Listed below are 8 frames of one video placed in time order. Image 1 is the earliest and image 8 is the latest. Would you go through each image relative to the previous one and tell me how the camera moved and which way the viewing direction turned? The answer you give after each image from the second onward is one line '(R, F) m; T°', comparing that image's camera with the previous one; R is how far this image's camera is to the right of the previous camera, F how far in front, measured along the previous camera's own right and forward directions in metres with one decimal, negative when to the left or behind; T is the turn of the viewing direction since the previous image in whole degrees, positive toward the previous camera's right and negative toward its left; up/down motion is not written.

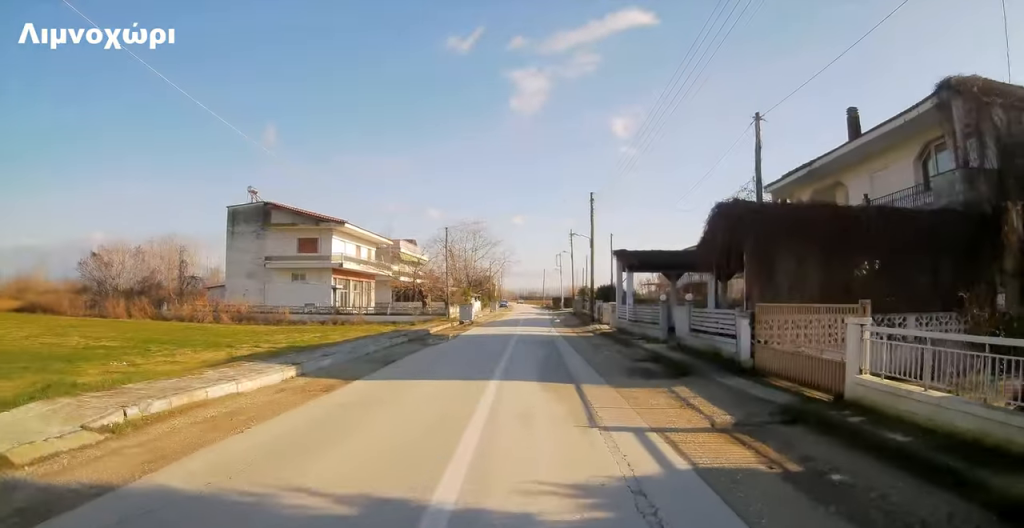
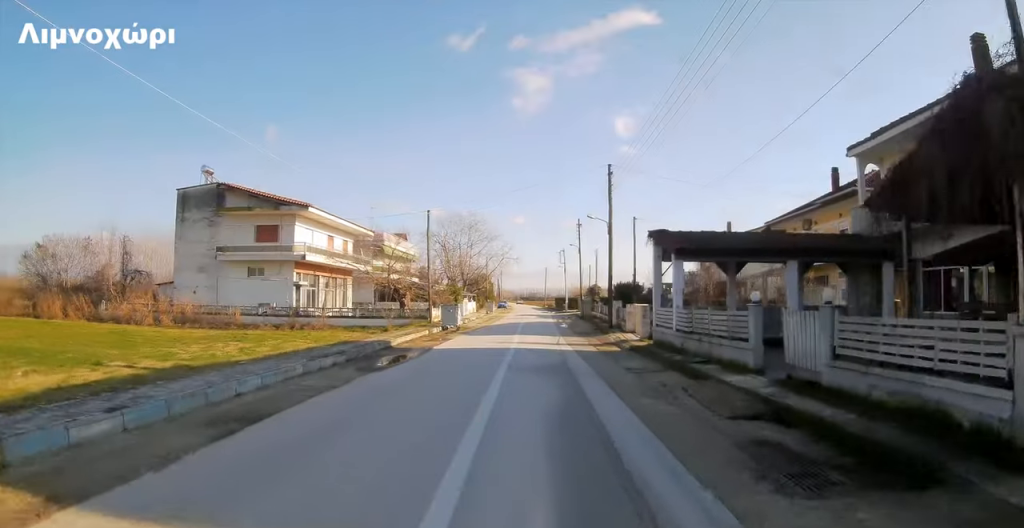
(-0.2, +8.4) m; -2°
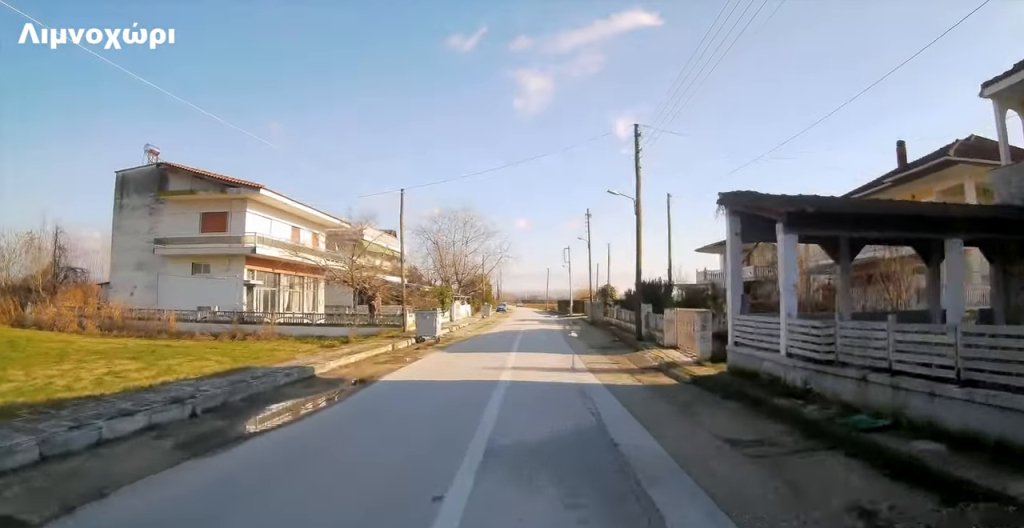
(-0.1, +7.7) m; -1°
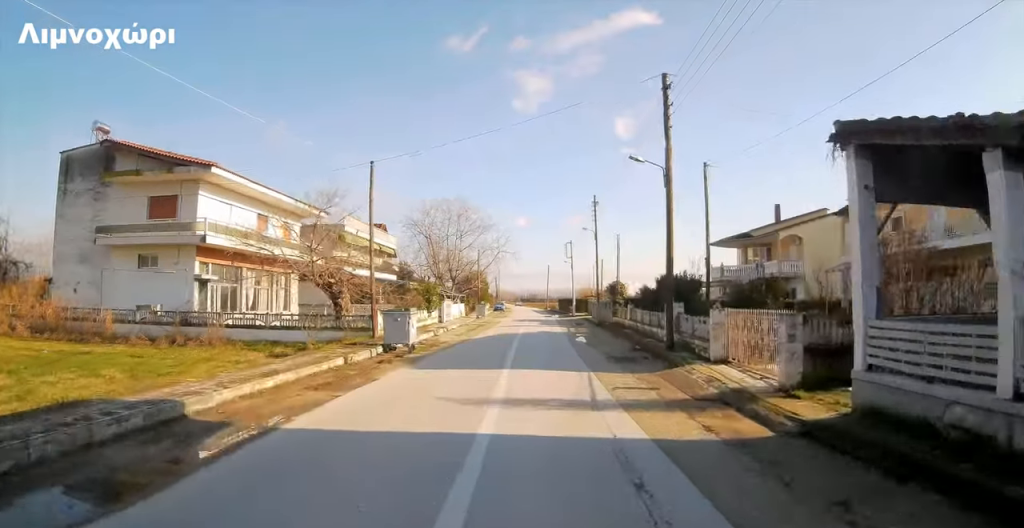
(0.0, +5.3) m; 0°
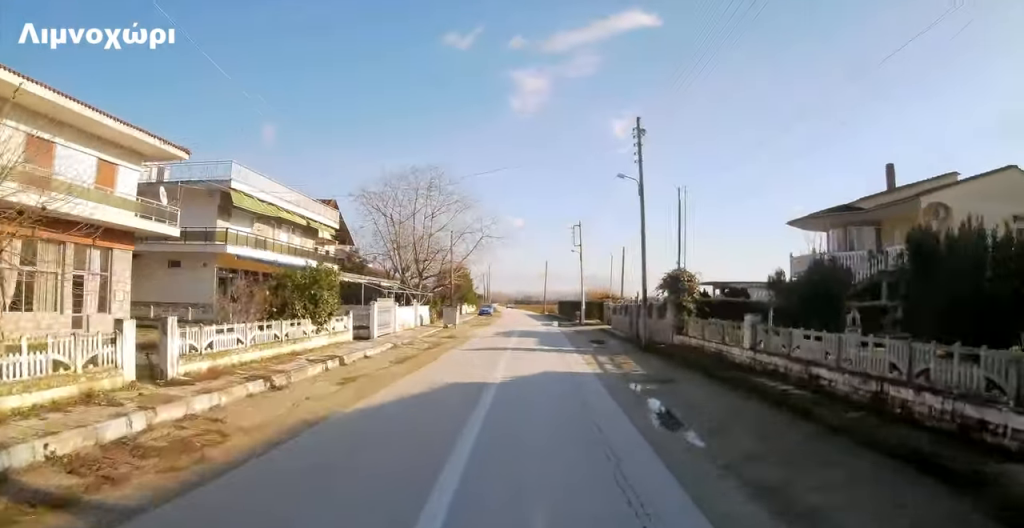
(0.0, +18.3) m; 0°
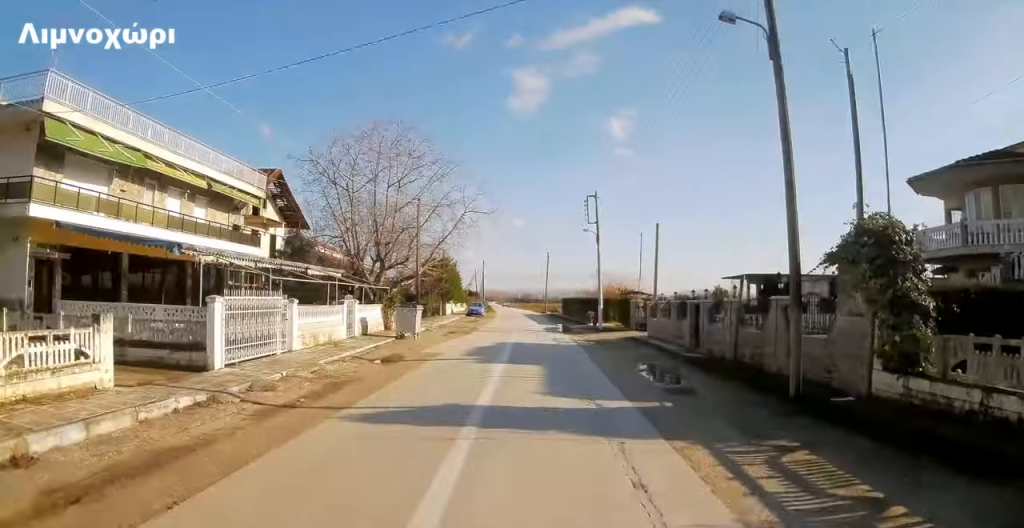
(+0.1, +13.3) m; +1°
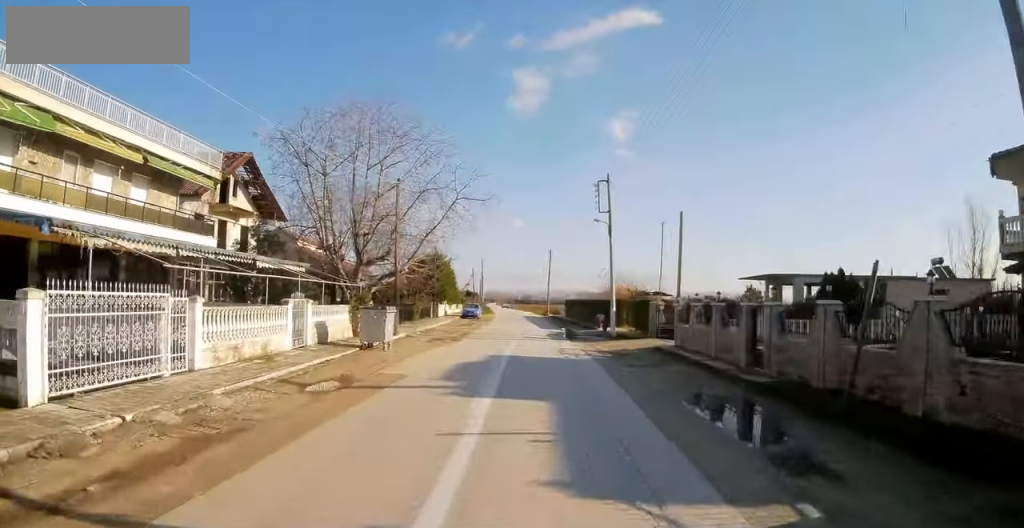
(+0.1, +5.4) m; 0°
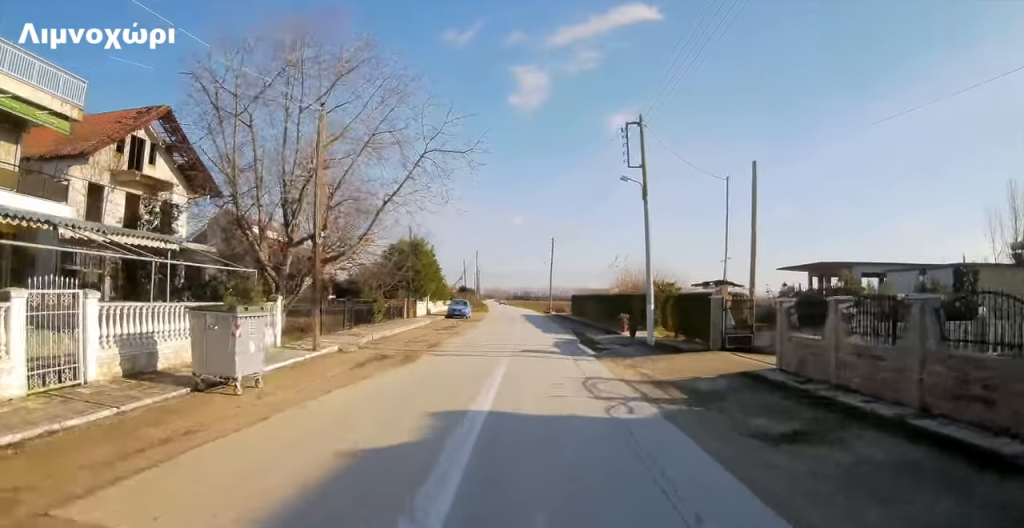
(0.0, +10.3) m; +1°
